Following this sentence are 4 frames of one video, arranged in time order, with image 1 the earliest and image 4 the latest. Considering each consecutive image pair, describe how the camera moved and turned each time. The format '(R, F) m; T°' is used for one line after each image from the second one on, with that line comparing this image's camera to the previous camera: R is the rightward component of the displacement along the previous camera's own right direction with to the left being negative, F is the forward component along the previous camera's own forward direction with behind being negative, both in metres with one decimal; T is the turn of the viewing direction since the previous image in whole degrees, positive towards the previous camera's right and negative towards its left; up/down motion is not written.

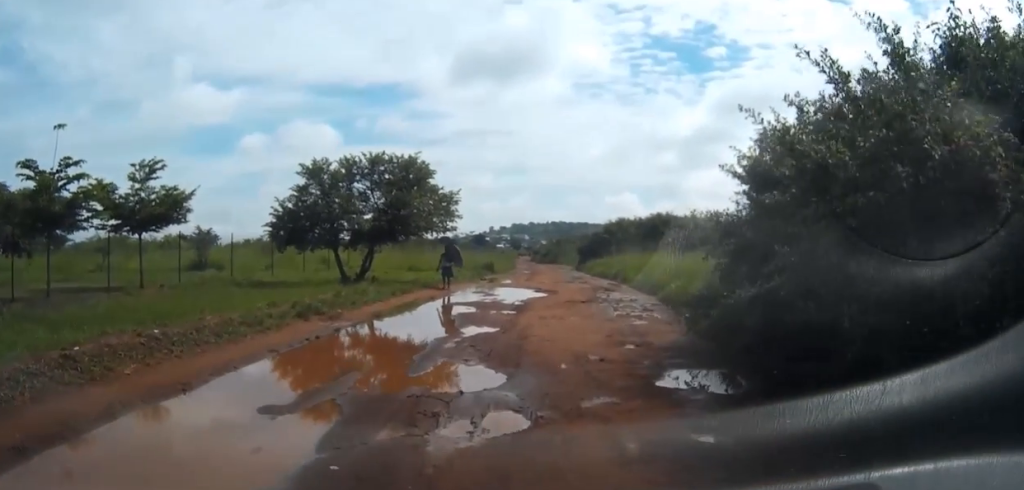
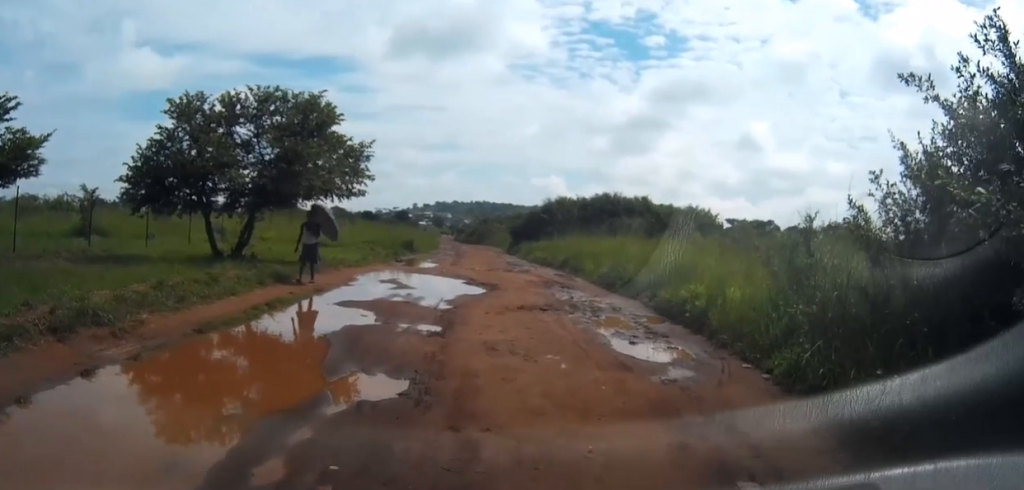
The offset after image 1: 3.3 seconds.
(+0.2, +7.1) m; +4°
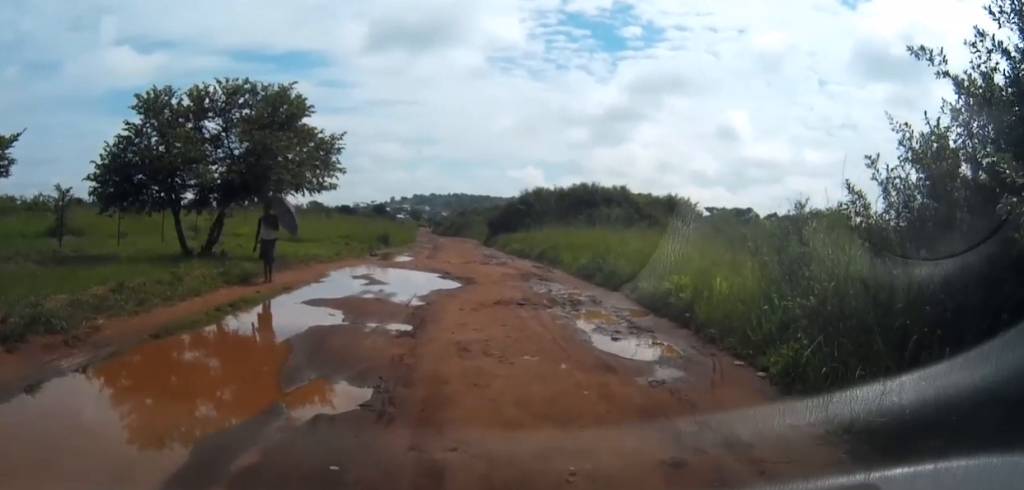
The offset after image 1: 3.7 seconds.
(+0.1, +0.5) m; 0°
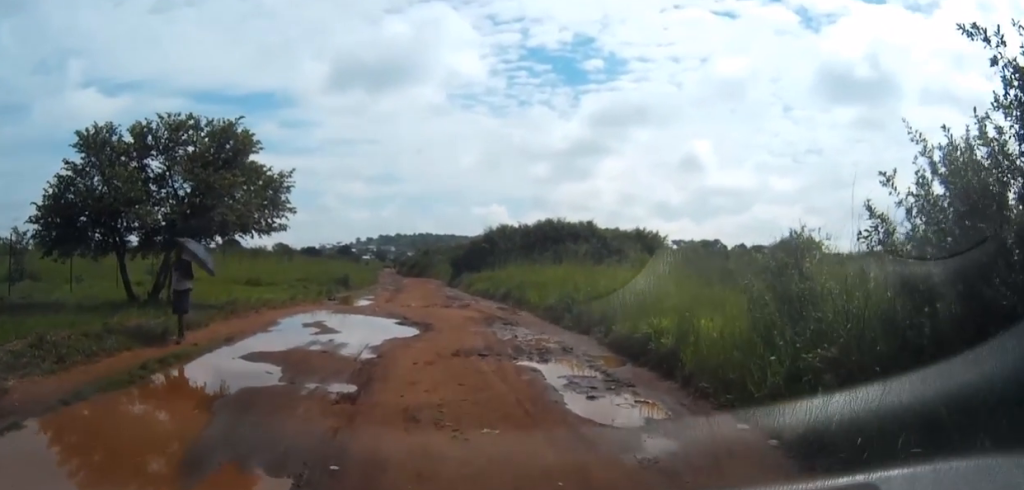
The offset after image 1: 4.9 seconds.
(+0.2, +1.4) m; +5°
